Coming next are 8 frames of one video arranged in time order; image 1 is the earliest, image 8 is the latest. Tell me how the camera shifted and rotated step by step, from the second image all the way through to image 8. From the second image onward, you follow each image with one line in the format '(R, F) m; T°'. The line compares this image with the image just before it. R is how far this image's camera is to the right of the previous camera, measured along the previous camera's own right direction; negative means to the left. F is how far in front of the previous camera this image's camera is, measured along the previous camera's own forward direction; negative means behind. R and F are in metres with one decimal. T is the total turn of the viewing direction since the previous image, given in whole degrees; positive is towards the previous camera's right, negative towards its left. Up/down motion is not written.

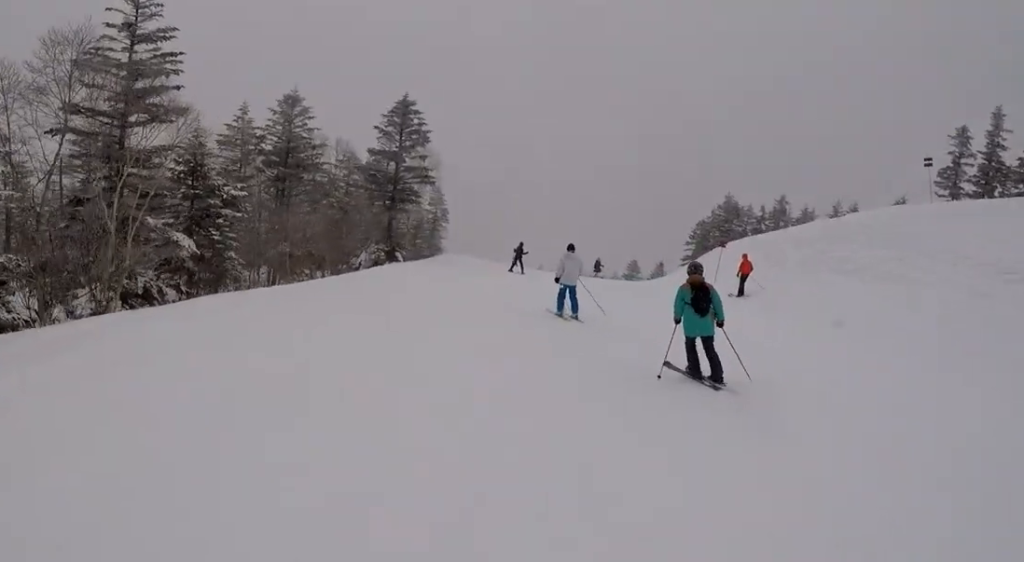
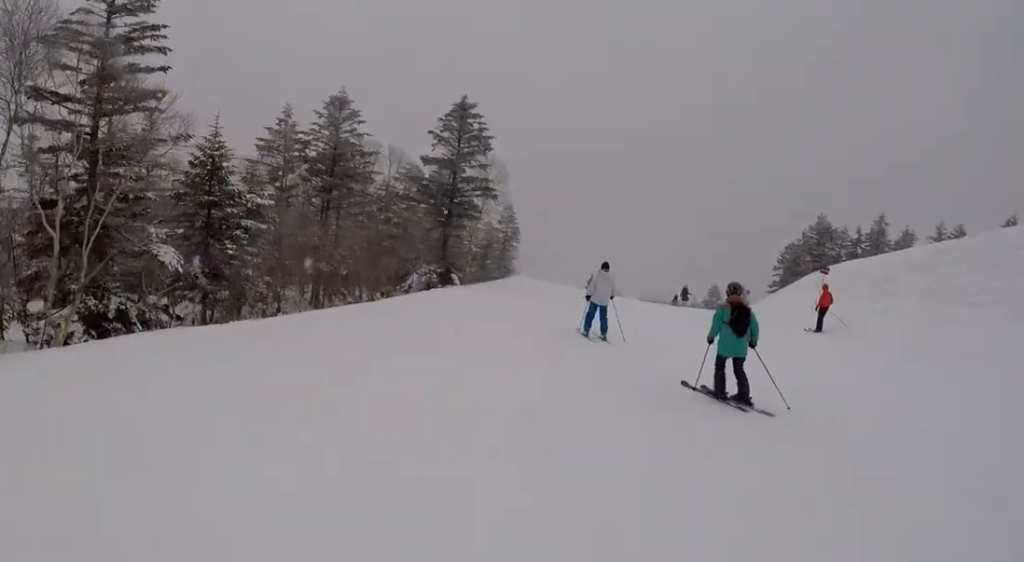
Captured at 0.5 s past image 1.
(+0.4, +4.0) m; 0°
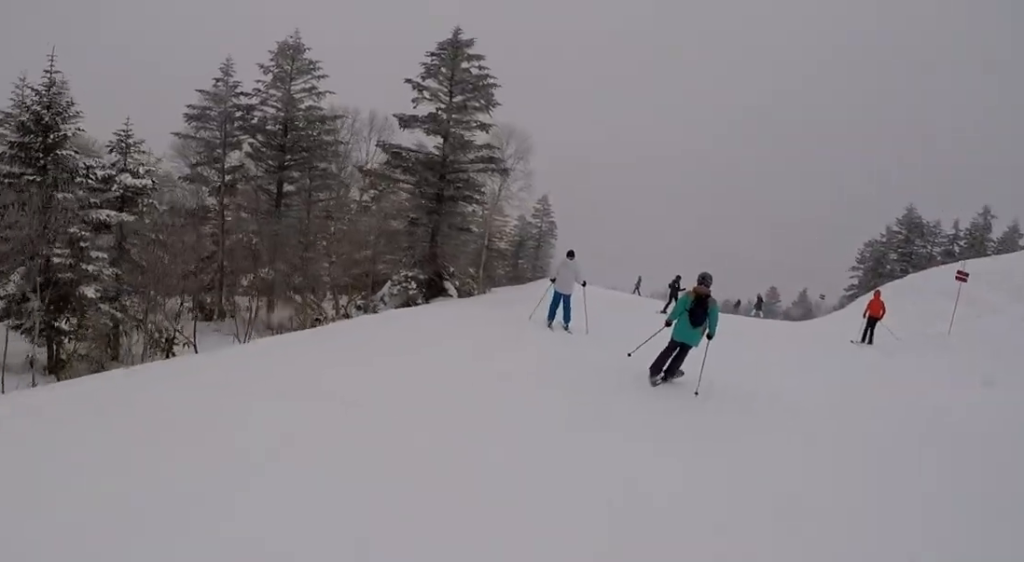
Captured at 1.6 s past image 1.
(-0.7, +8.8) m; -8°
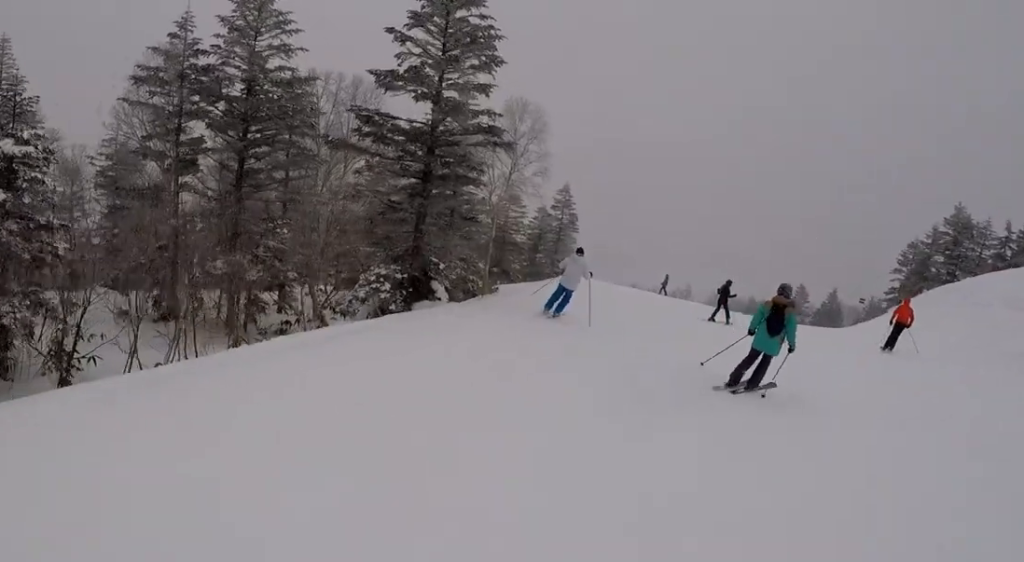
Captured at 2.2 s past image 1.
(-0.2, +4.1) m; 0°
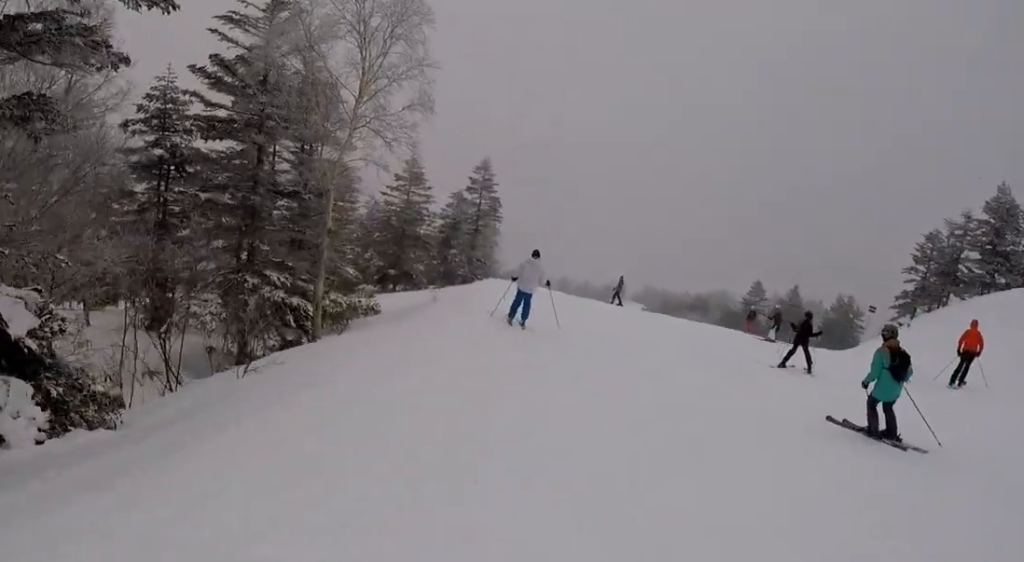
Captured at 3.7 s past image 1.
(+0.3, +12.0) m; +9°
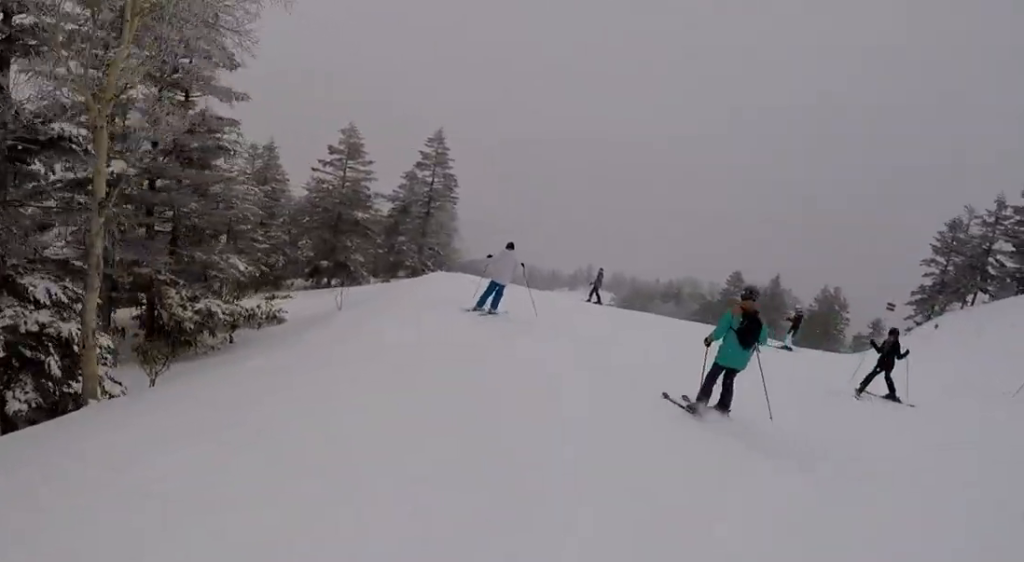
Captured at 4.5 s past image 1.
(+0.6, +5.7) m; -2°
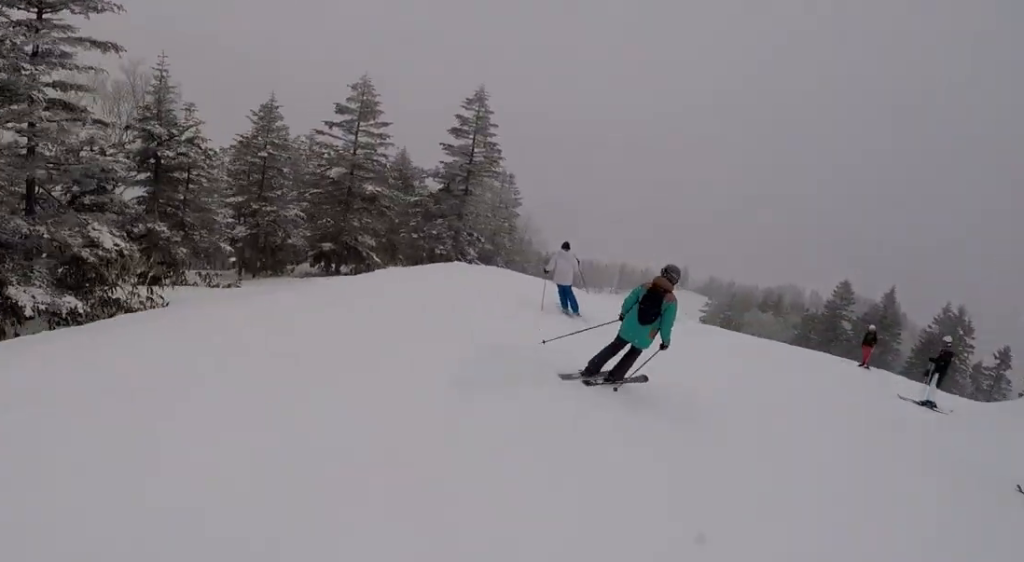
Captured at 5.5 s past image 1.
(-0.8, +6.4) m; -8°
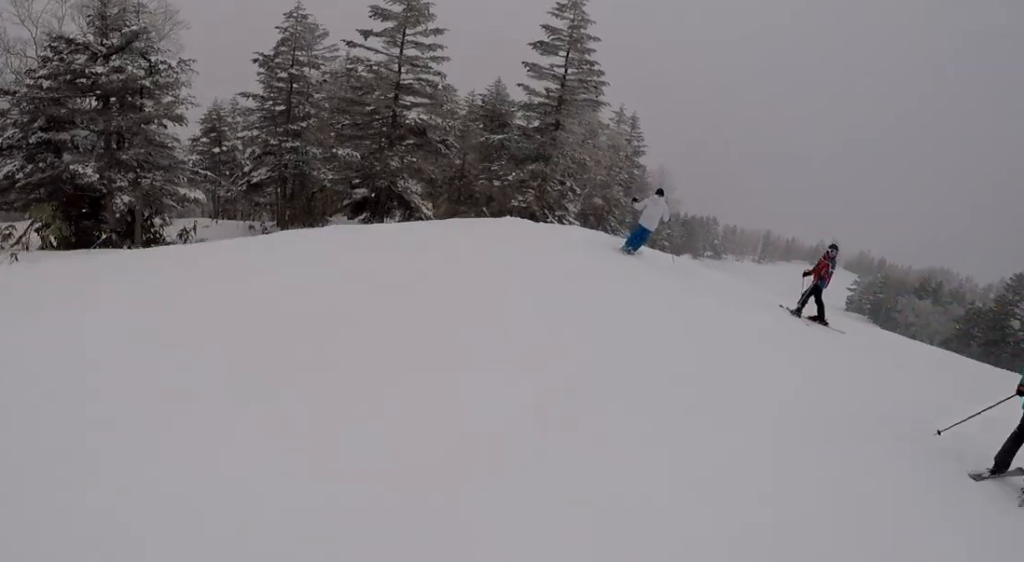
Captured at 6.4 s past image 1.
(-0.2, +6.5) m; -2°
